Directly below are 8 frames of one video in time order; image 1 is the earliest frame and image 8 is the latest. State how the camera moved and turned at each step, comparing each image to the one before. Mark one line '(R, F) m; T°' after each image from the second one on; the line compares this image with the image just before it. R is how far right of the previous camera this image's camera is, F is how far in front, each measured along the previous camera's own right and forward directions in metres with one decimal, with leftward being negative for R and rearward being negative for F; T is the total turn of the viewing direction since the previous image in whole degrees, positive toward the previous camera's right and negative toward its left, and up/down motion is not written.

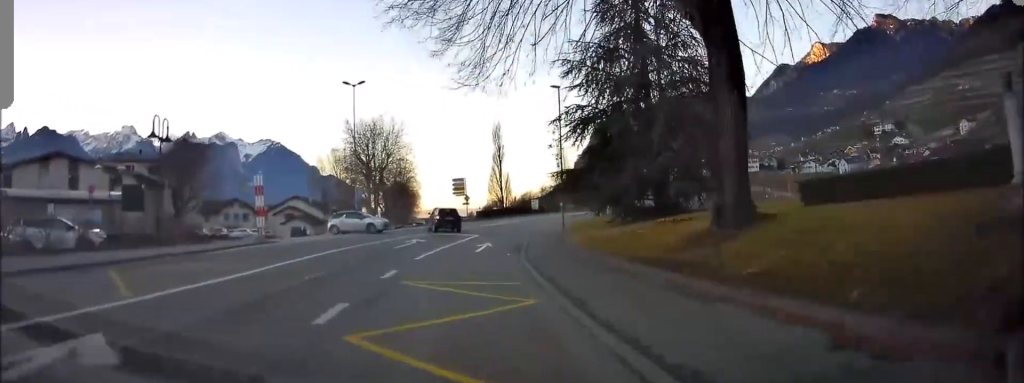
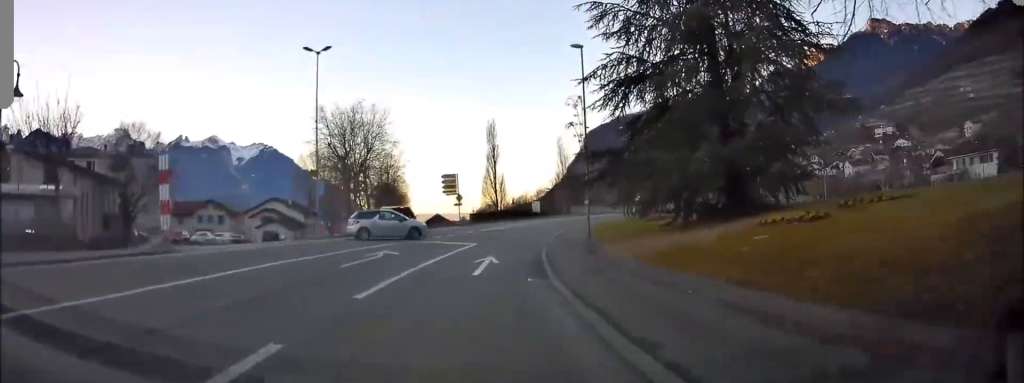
(+0.1, +9.1) m; +1°
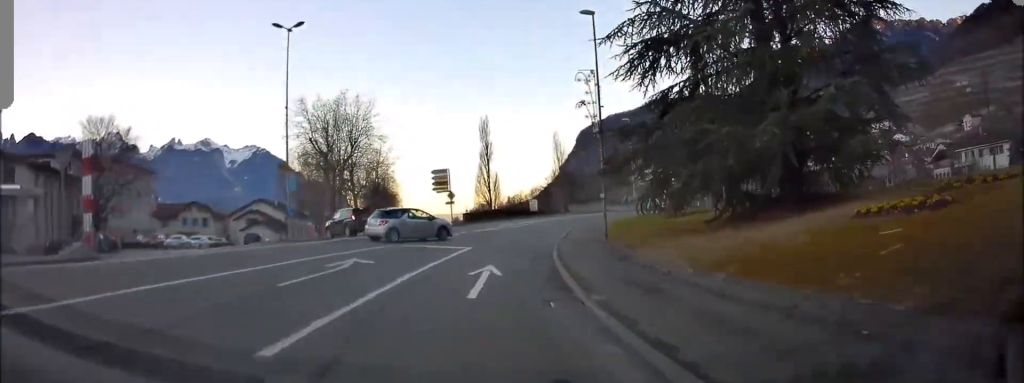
(0.0, +4.4) m; +1°
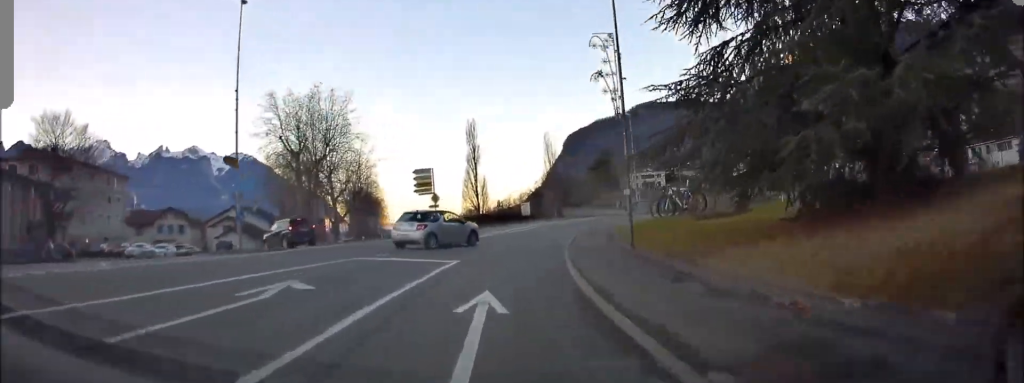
(0.0, +4.7) m; +1°
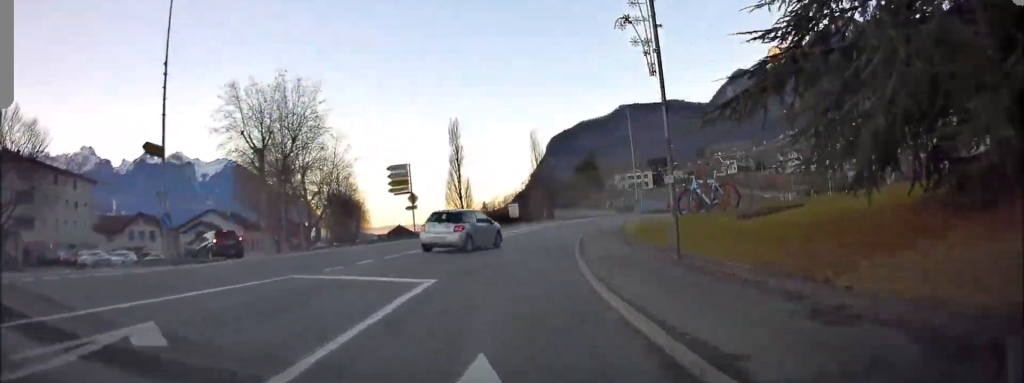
(0.0, +4.7) m; +2°
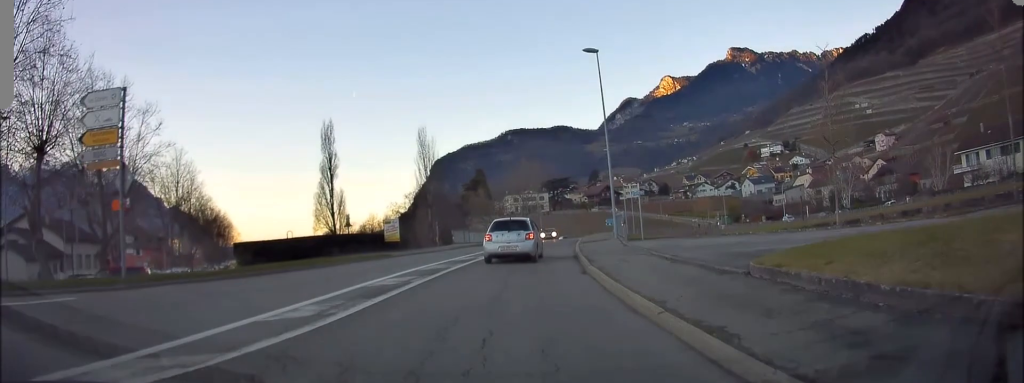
(+2.2, +21.7) m; +12°
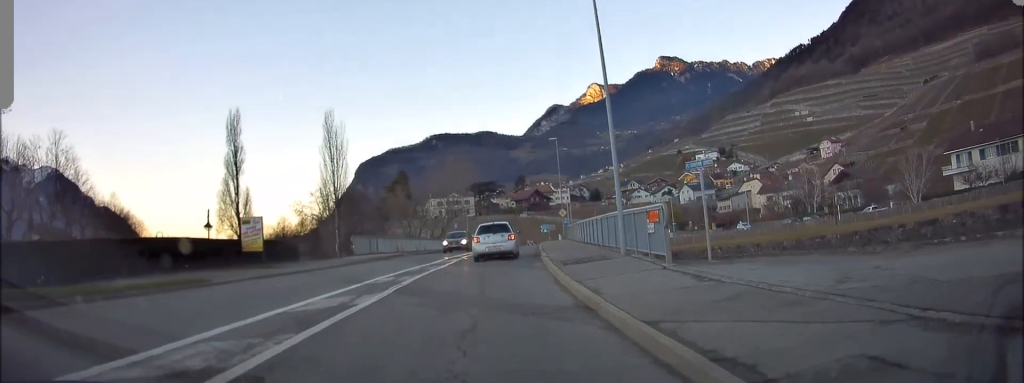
(+0.7, +12.7) m; +6°
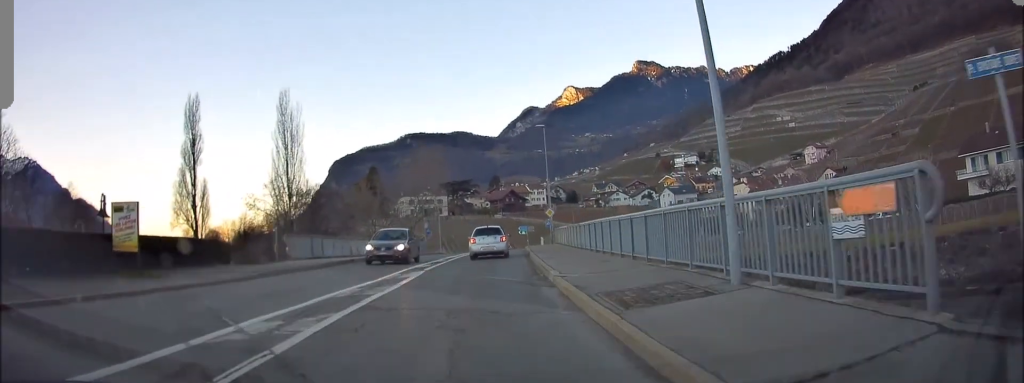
(+0.2, +7.5) m; +2°
